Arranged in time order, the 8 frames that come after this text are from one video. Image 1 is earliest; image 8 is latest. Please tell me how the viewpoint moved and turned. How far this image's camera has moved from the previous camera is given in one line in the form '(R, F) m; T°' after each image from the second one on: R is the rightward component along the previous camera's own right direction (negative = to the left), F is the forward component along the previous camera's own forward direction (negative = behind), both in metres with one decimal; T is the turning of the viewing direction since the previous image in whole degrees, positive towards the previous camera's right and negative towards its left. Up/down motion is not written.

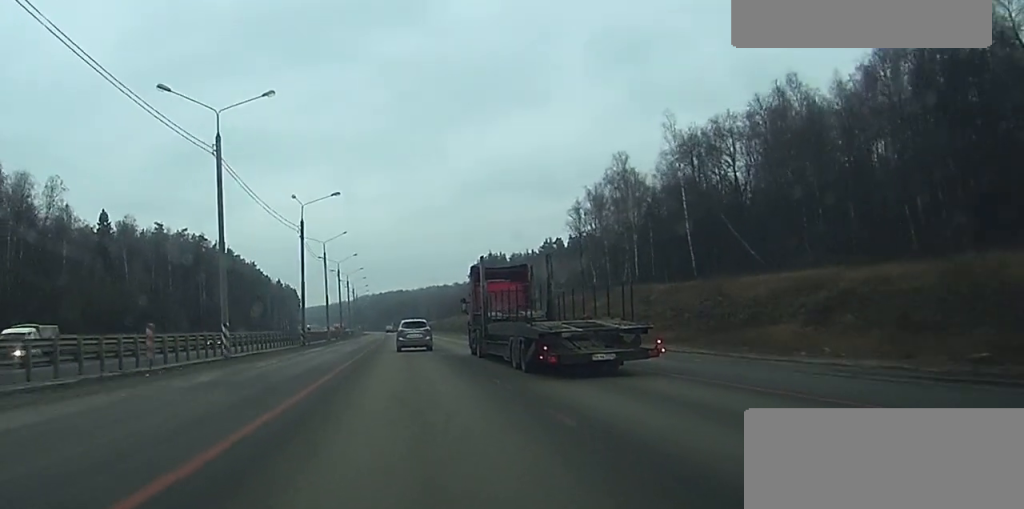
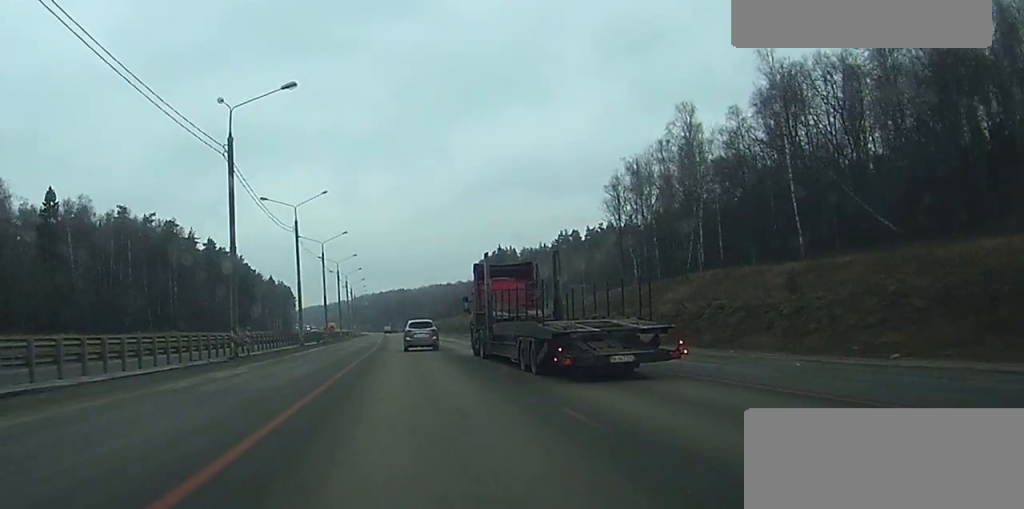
(-0.1, +38.2) m; 0°
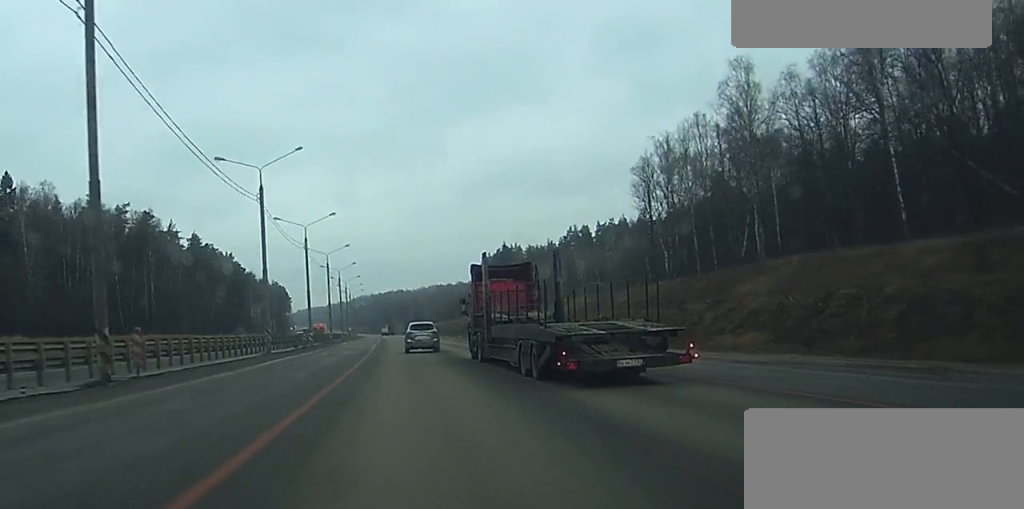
(0.0, +21.1) m; 0°
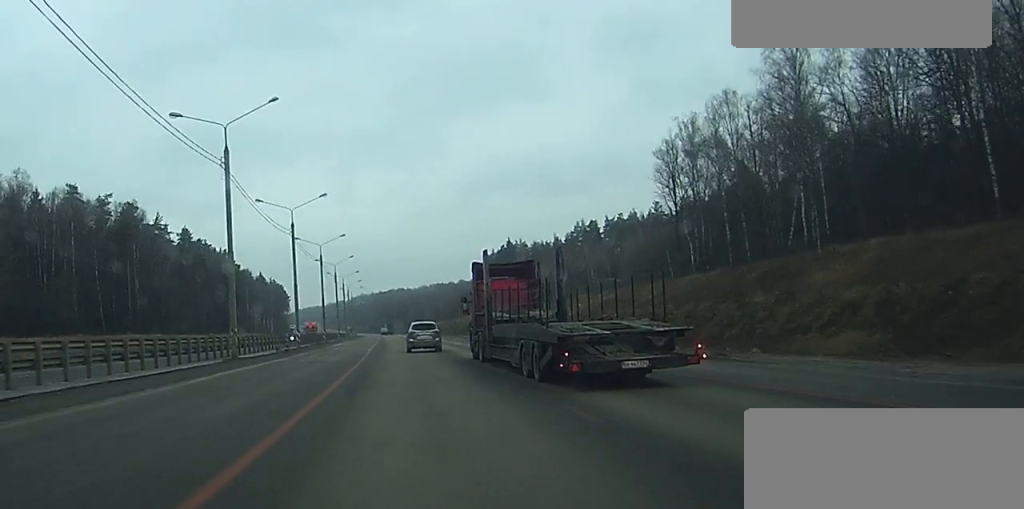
(0.0, +12.8) m; 0°
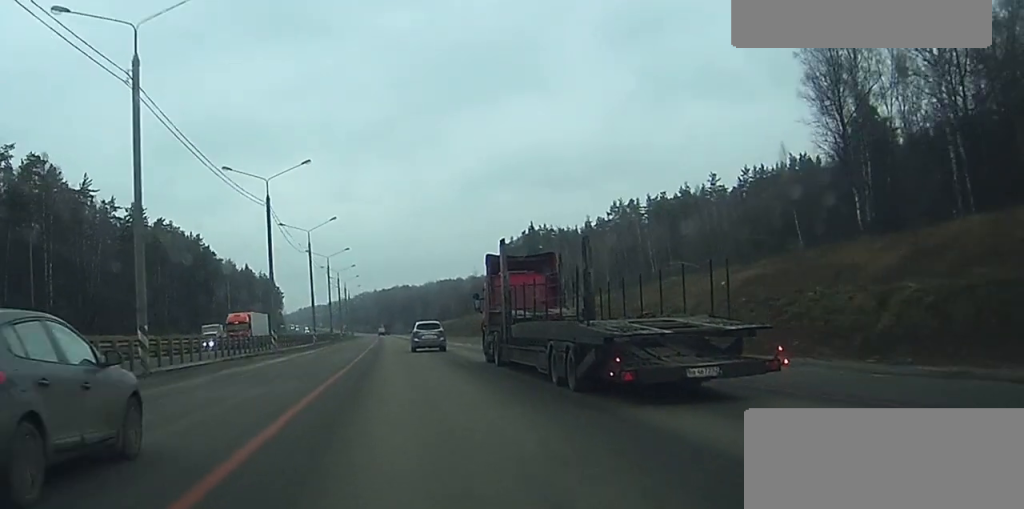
(-0.3, +49.2) m; 0°
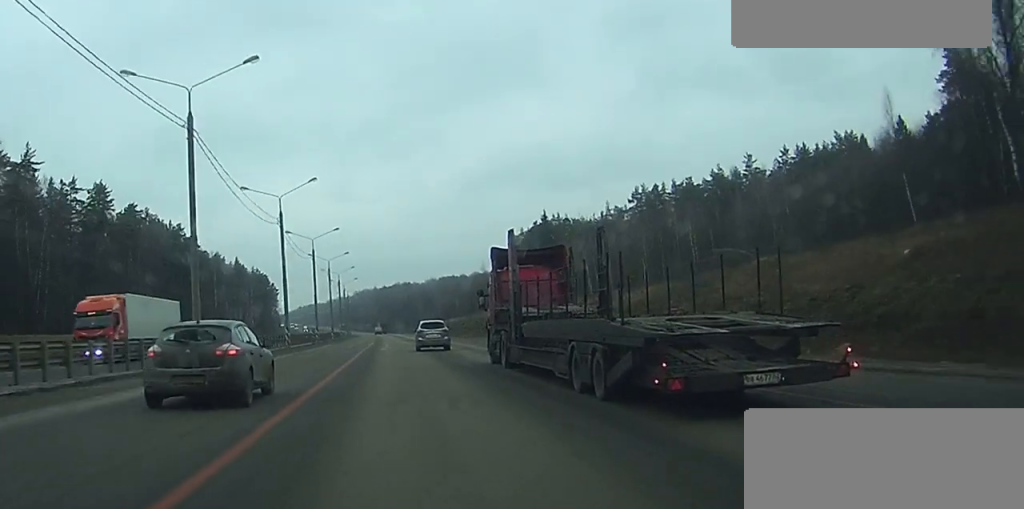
(0.0, +23.9) m; 0°
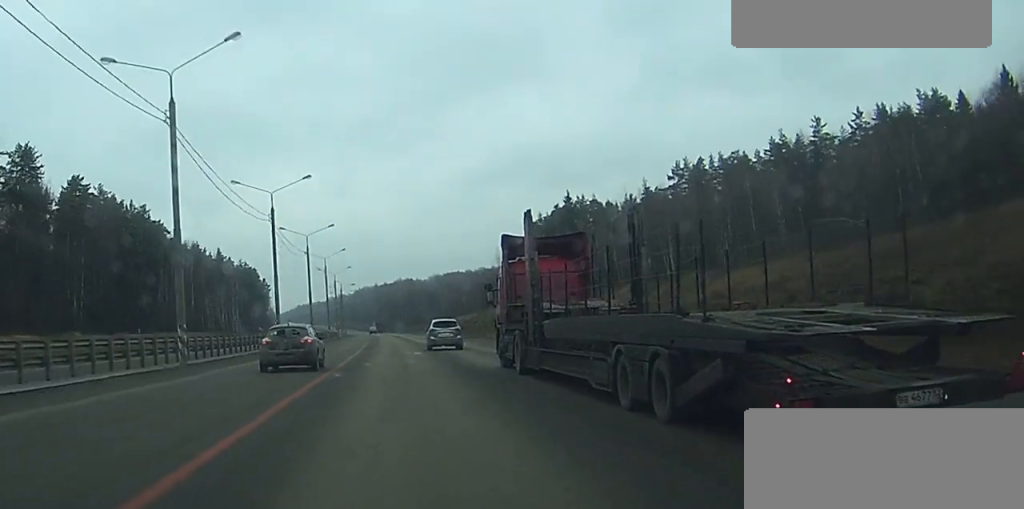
(0.0, +34.8) m; 0°
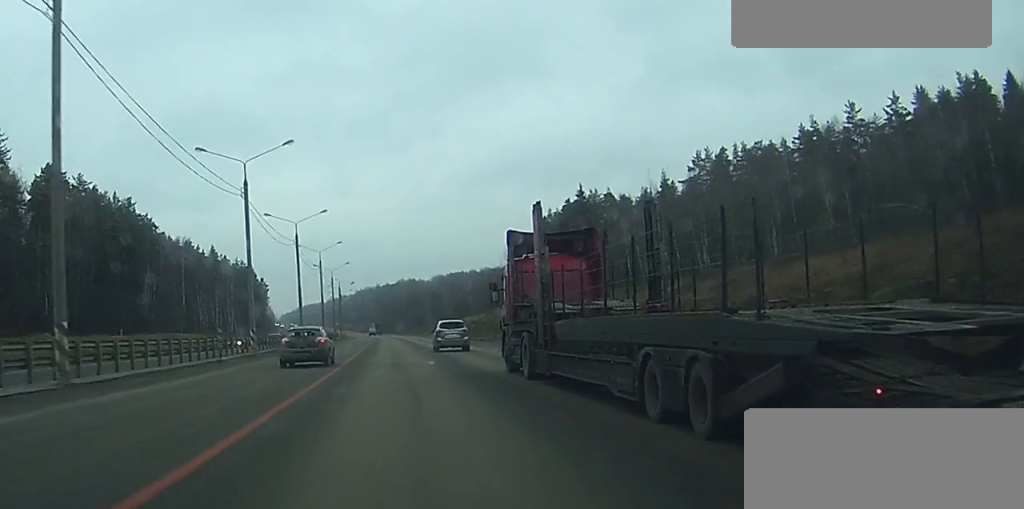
(0.0, +13.5) m; 0°
